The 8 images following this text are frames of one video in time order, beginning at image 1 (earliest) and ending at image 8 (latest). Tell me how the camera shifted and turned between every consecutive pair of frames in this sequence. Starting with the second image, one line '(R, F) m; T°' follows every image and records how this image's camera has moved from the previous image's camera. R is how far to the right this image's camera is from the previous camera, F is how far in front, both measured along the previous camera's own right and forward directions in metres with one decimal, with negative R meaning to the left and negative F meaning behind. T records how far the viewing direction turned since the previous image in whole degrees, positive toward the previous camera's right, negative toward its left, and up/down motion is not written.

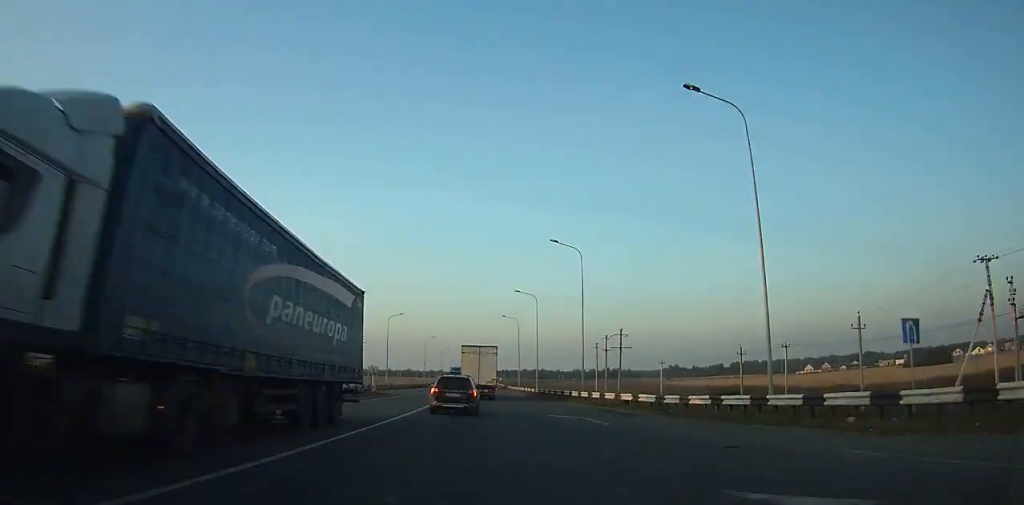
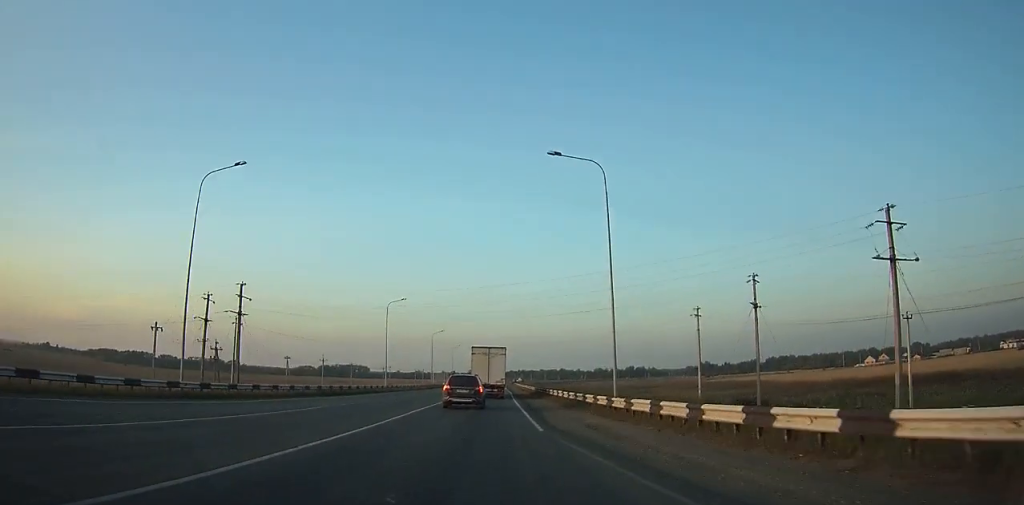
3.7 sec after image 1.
(-1.2, +70.0) m; -1°
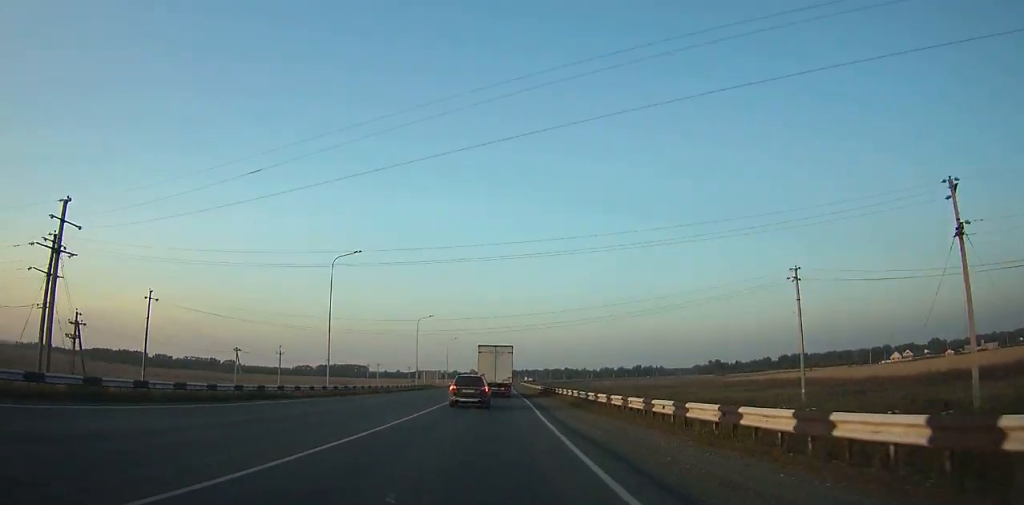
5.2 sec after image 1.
(-0.1, +28.8) m; 0°
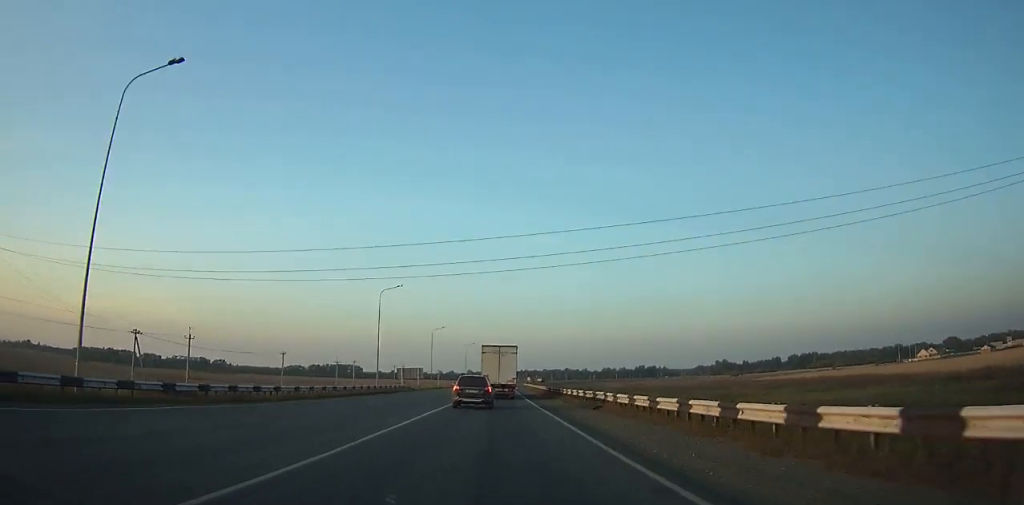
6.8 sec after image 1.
(0.0, +31.2) m; 0°
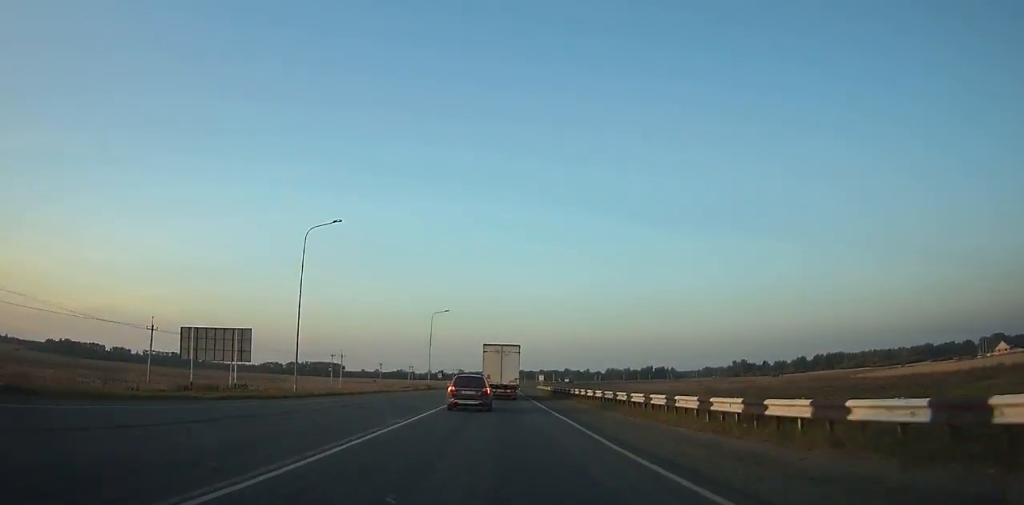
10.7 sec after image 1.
(+0.3, +77.2) m; +1°
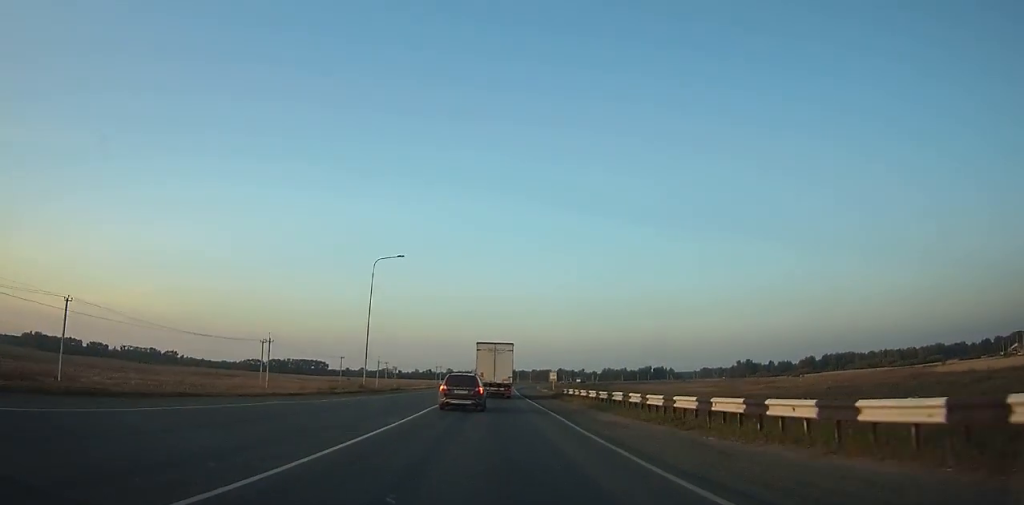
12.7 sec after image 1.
(+0.3, +39.9) m; +1°
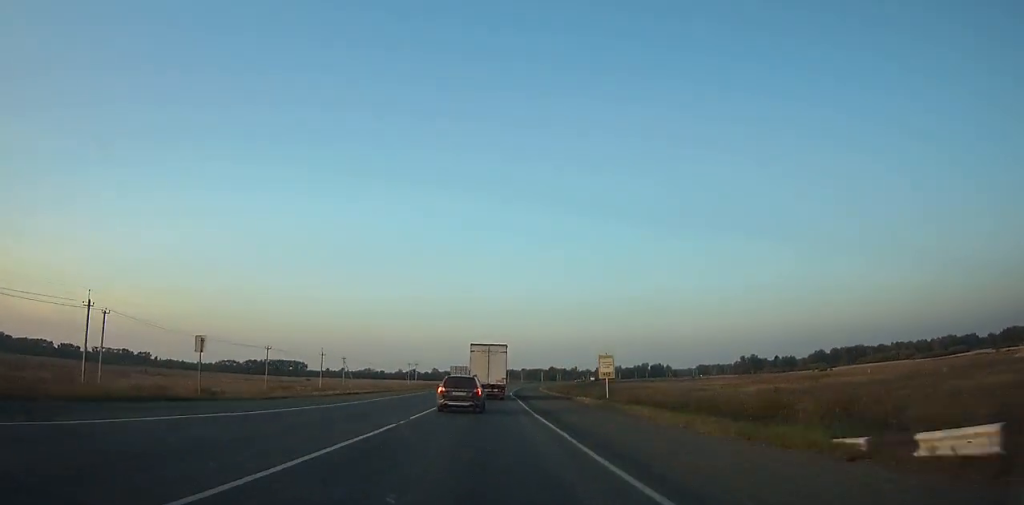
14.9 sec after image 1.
(+0.3, +43.9) m; +1°
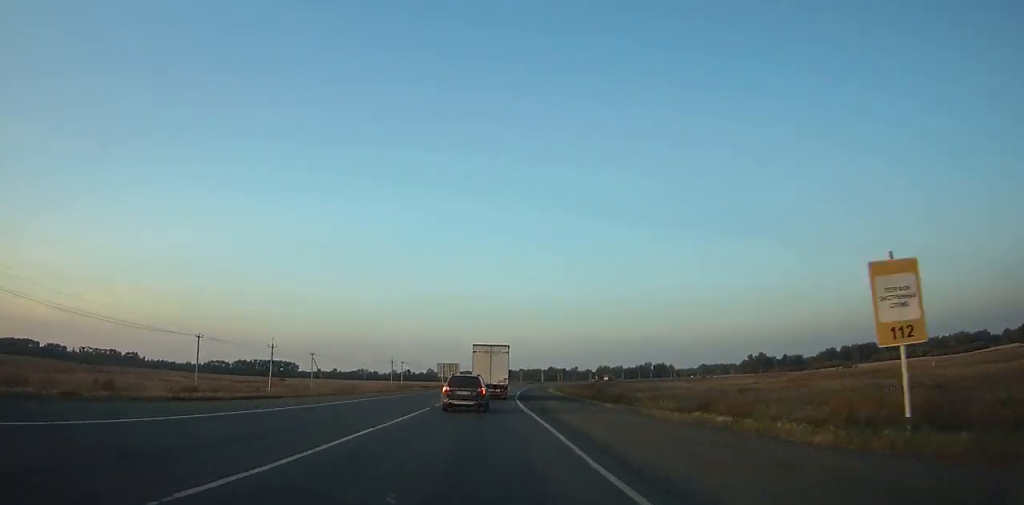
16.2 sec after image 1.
(+0.2, +25.9) m; +1°
